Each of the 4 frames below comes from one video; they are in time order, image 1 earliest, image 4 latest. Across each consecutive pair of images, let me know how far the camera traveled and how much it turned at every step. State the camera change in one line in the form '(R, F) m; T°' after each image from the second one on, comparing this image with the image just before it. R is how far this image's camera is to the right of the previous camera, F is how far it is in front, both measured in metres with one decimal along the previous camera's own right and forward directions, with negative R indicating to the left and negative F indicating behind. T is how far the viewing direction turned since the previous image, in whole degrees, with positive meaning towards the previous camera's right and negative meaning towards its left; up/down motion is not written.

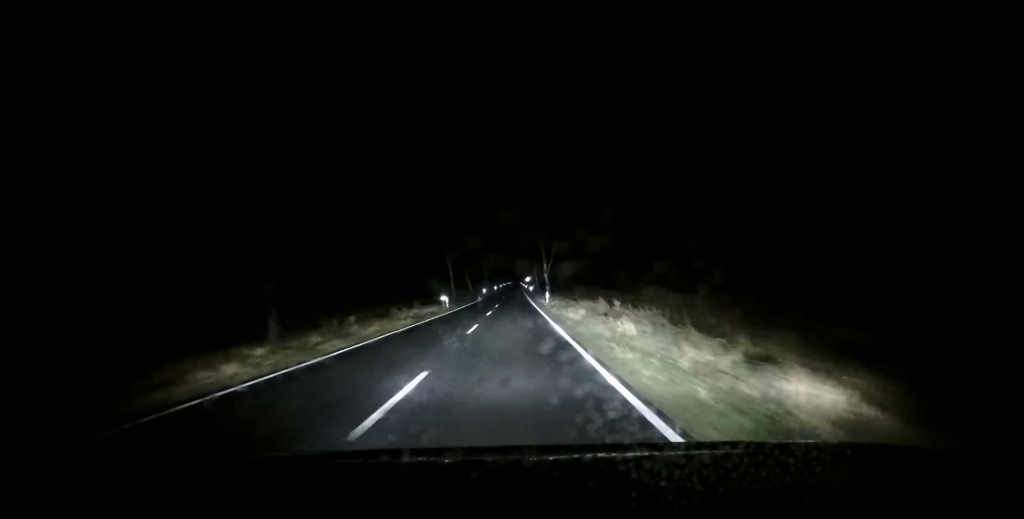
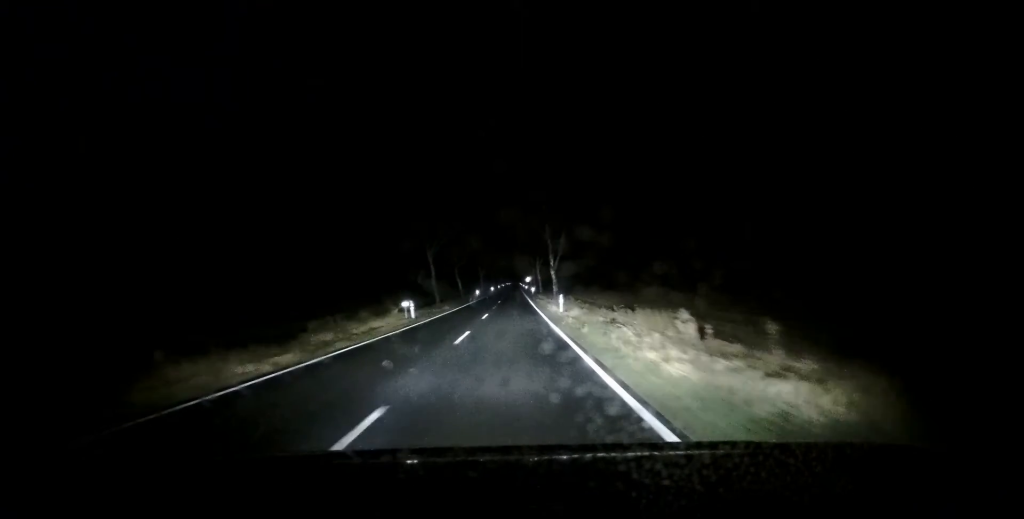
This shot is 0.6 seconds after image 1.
(+0.1, +14.7) m; 0°
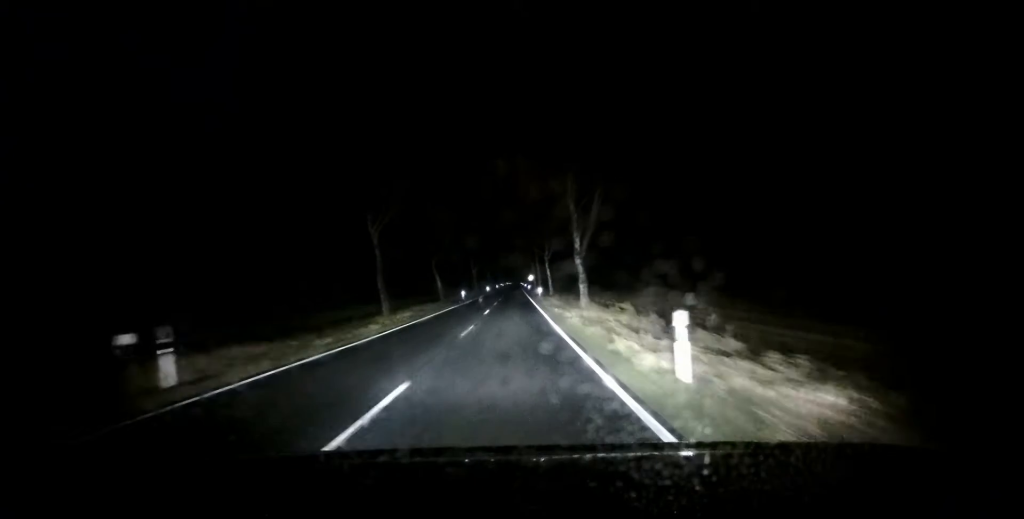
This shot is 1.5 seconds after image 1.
(-0.2, +22.1) m; 0°
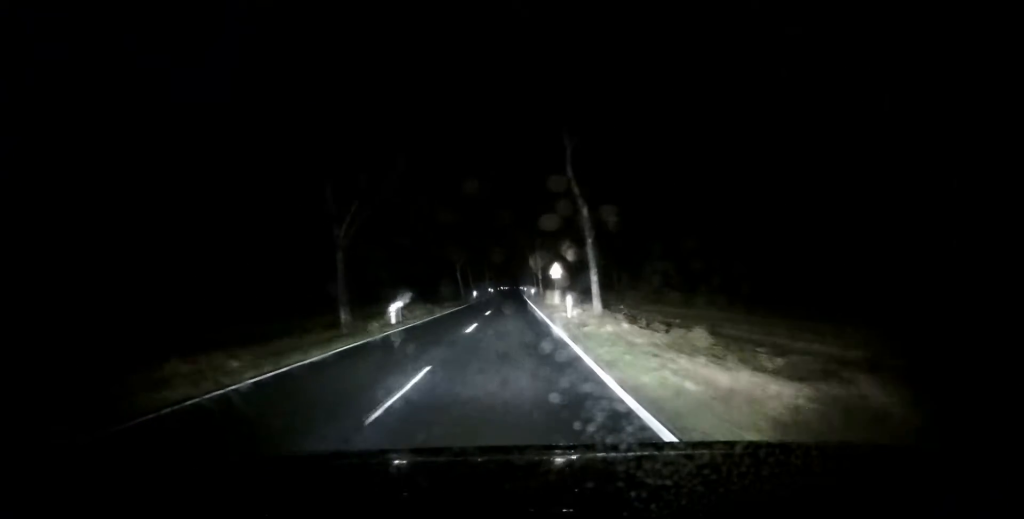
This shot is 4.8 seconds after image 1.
(-0.2, +80.7) m; 0°
